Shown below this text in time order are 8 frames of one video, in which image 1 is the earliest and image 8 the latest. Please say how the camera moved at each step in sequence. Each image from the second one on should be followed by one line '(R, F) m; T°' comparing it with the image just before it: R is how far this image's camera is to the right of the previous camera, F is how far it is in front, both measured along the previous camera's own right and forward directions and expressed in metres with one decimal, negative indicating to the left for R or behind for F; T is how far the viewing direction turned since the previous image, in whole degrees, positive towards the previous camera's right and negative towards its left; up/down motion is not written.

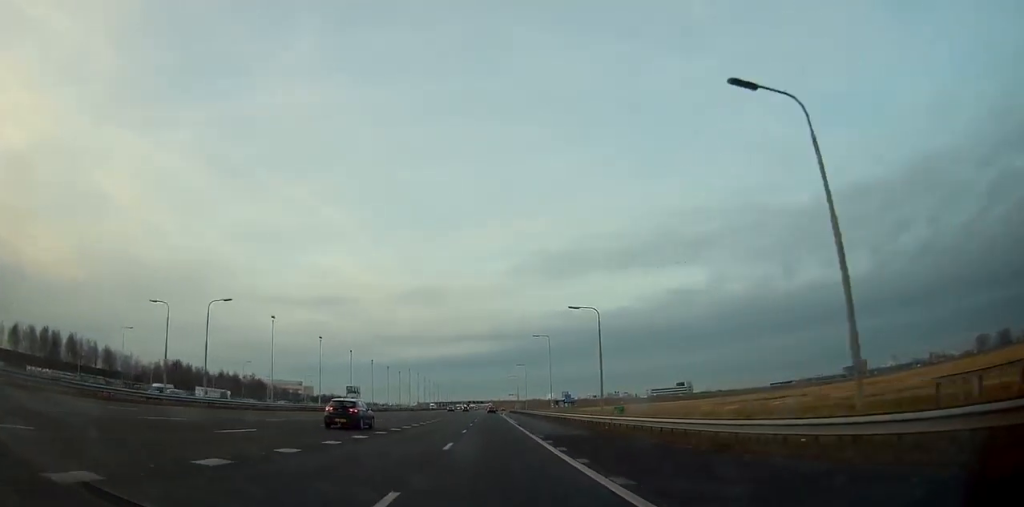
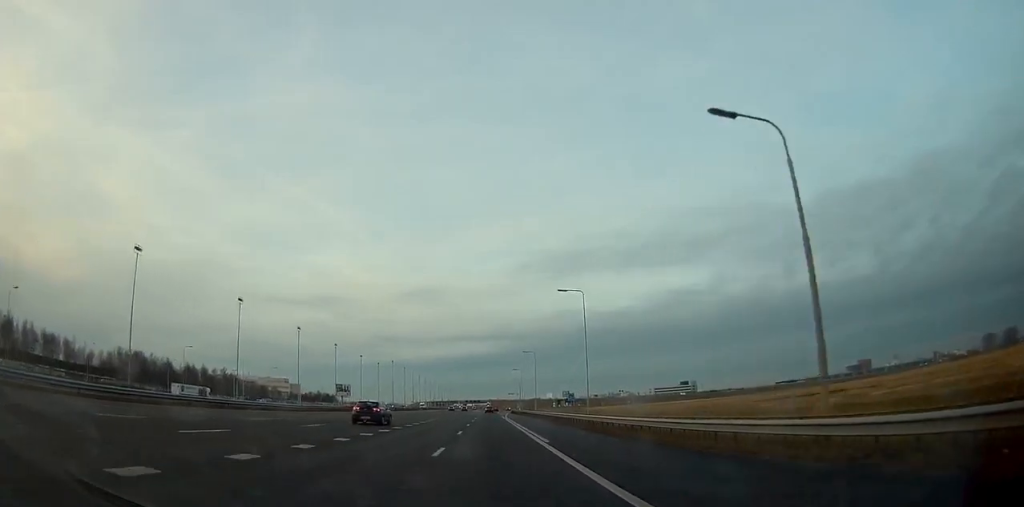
(+0.2, +26.8) m; 0°
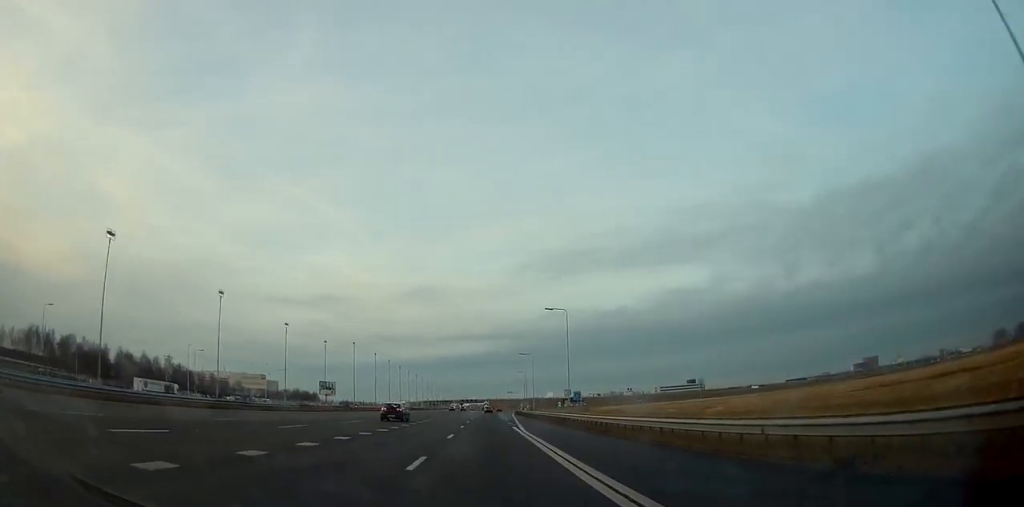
(-0.2, +39.5) m; 0°
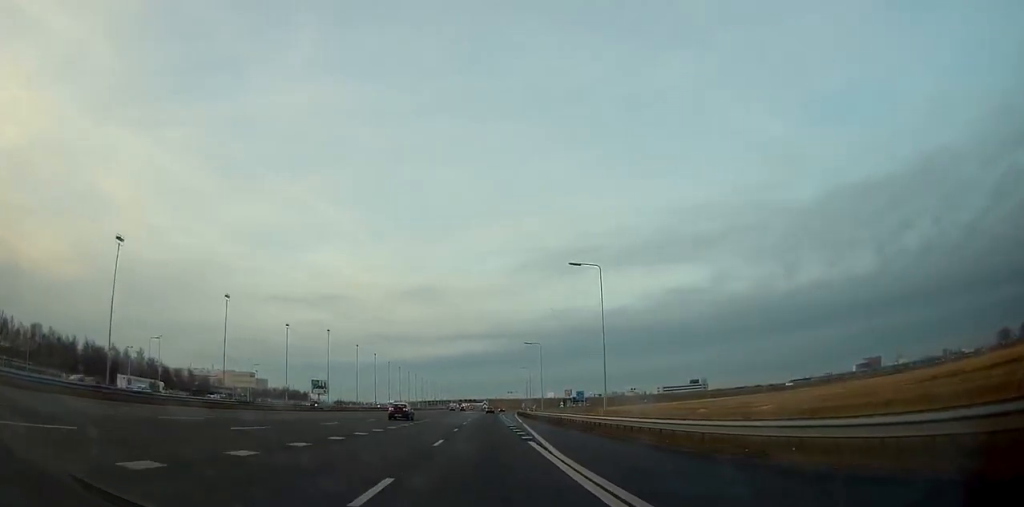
(+0.1, +16.4) m; 0°
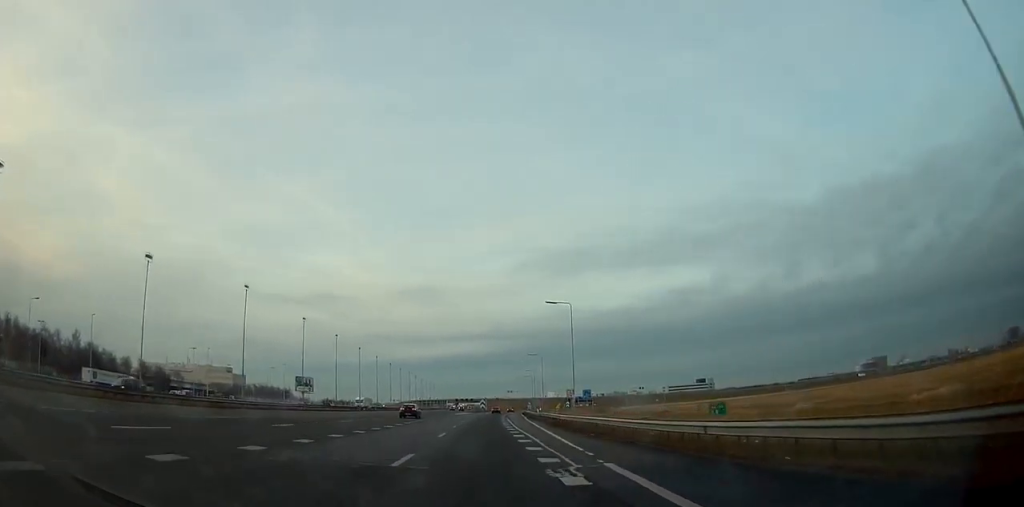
(+0.1, +30.9) m; 0°
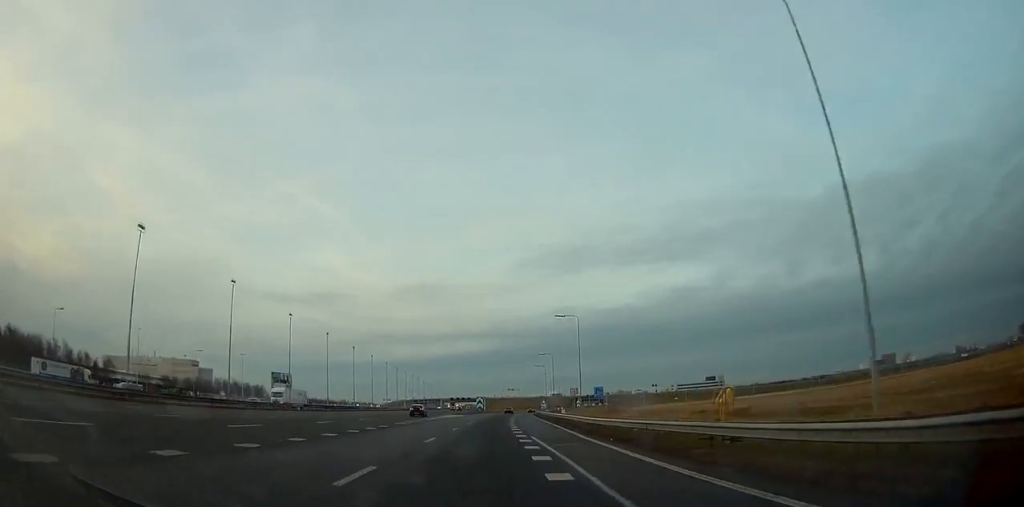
(-0.1, +39.4) m; 0°
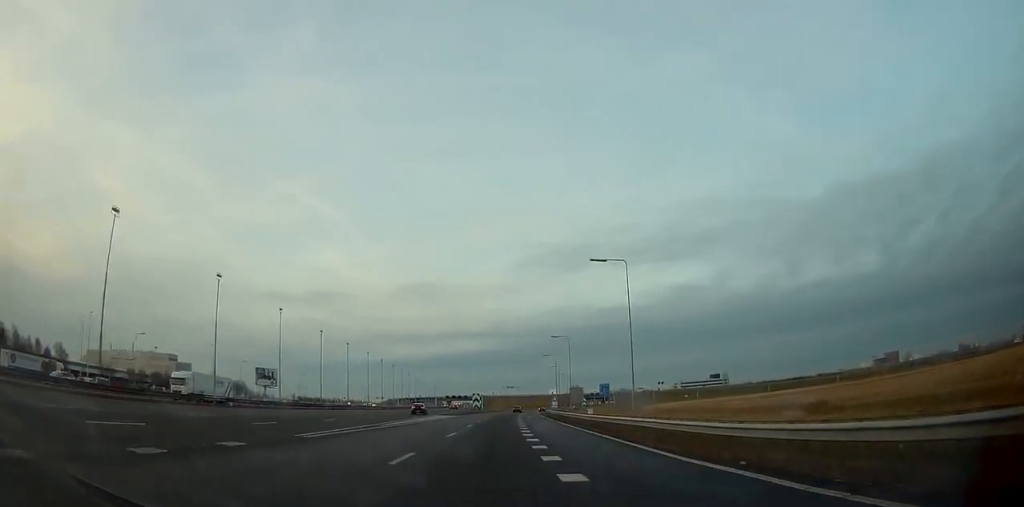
(-0.3, +20.6) m; +1°
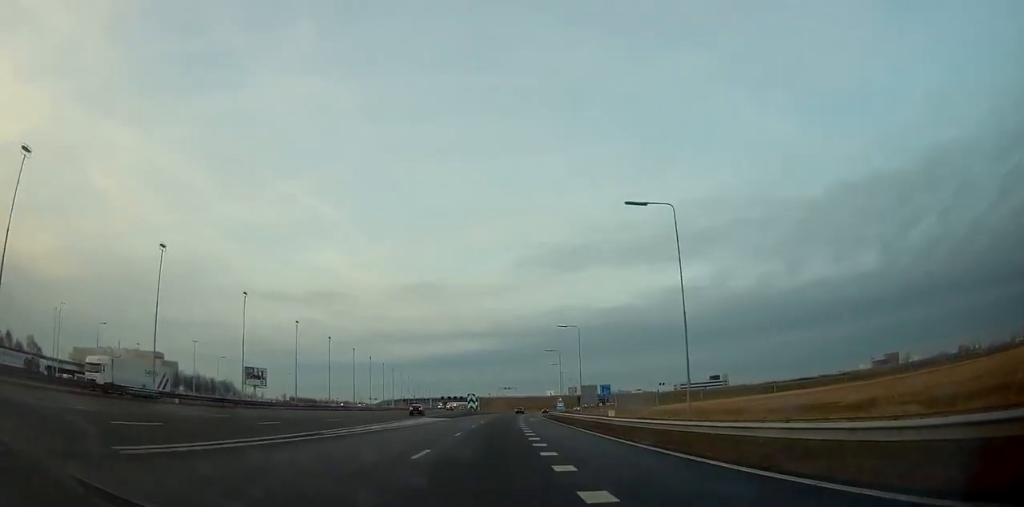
(+0.2, +10.2) m; 0°
